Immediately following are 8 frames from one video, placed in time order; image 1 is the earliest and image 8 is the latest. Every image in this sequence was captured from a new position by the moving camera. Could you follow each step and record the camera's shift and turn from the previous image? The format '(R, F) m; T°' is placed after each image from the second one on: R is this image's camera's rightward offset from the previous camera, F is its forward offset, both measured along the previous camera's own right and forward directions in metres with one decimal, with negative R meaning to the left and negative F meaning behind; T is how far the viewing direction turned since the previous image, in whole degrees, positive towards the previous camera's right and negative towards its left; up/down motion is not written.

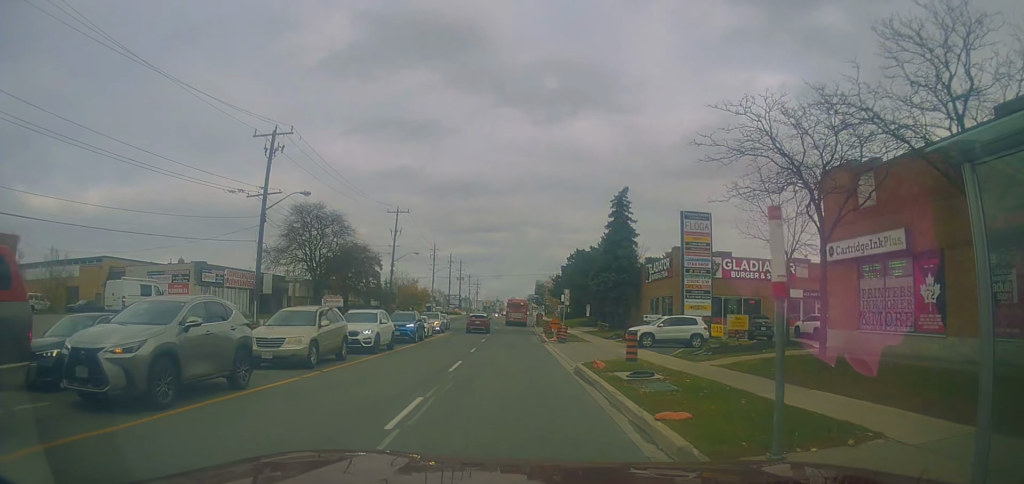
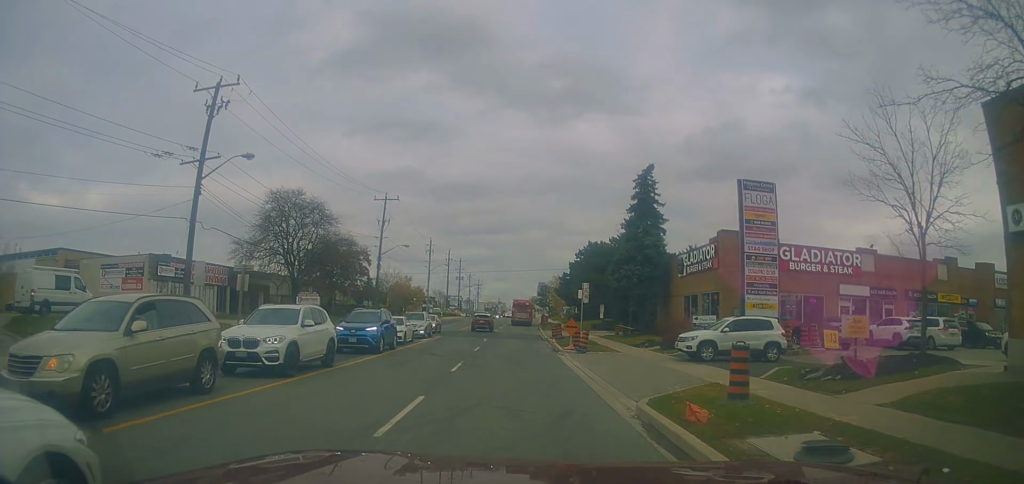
(-0.6, +8.4) m; -2°
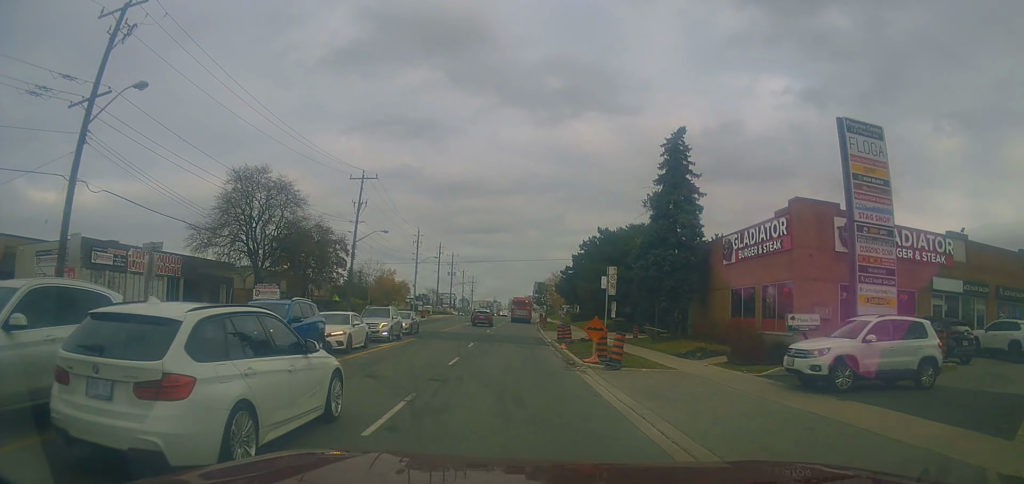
(+0.3, +9.1) m; +1°
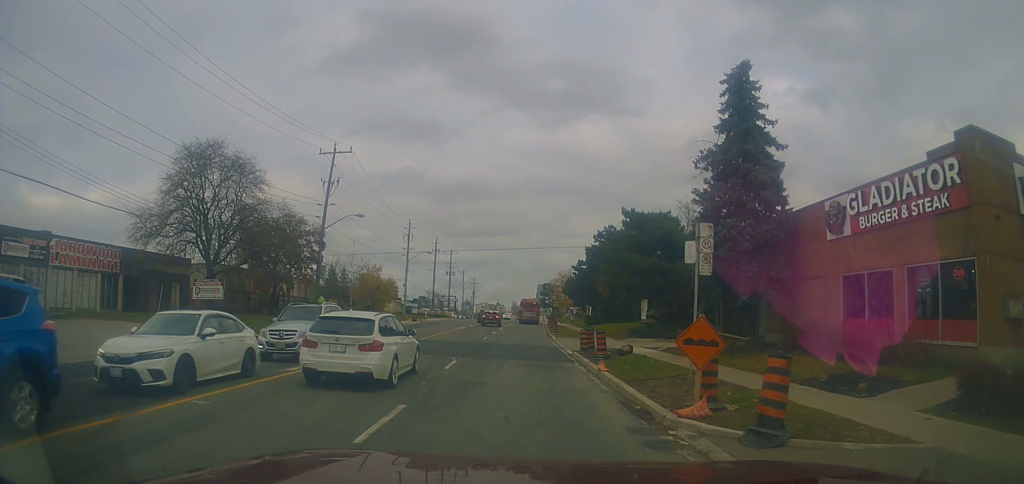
(-0.2, +10.4) m; -1°
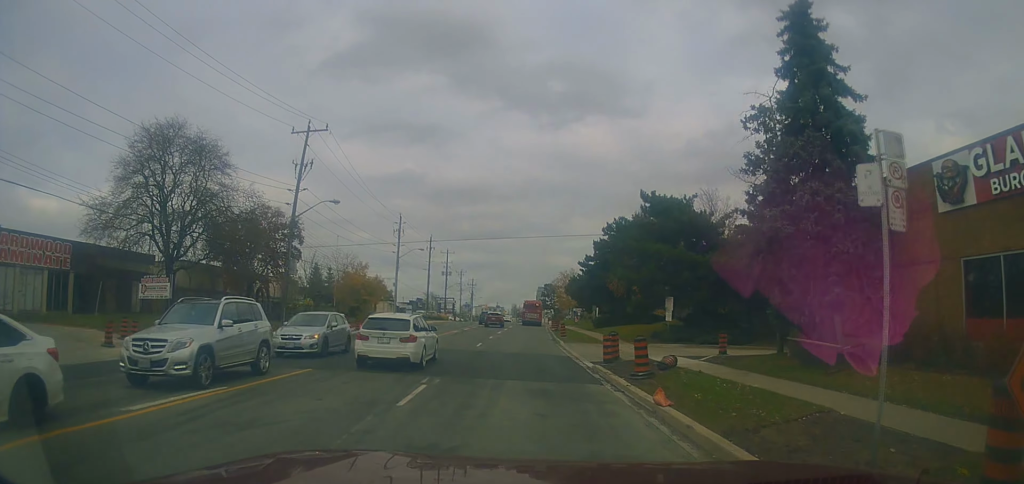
(-0.1, +6.3) m; +2°
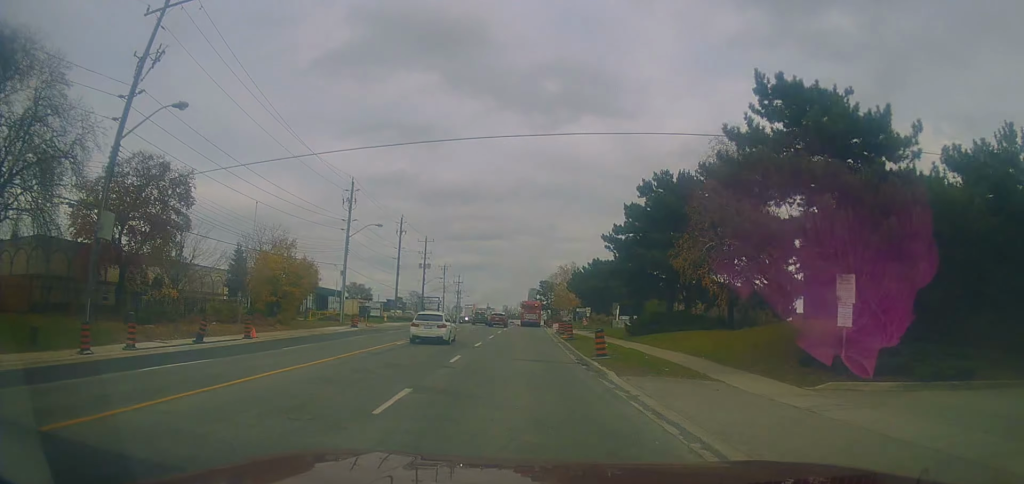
(+0.6, +18.9) m; 0°
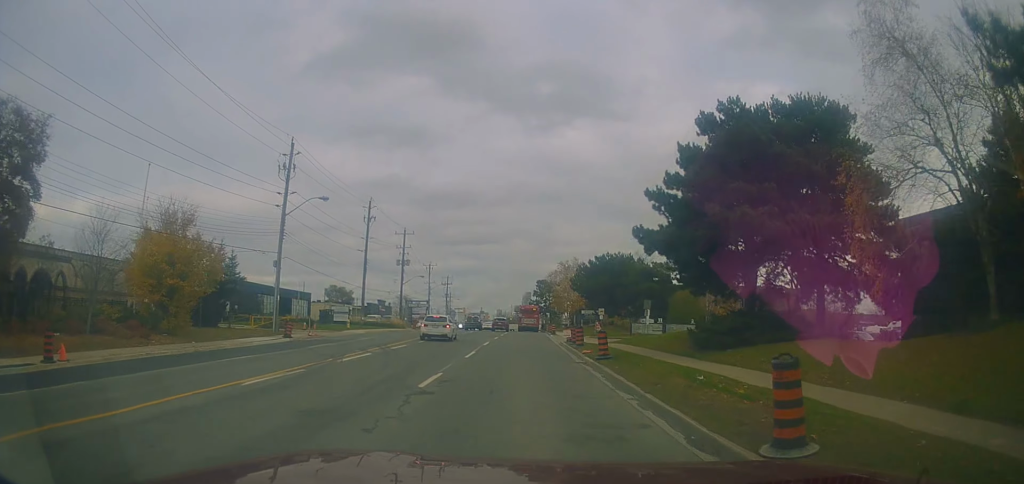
(-0.3, +14.1) m; -1°
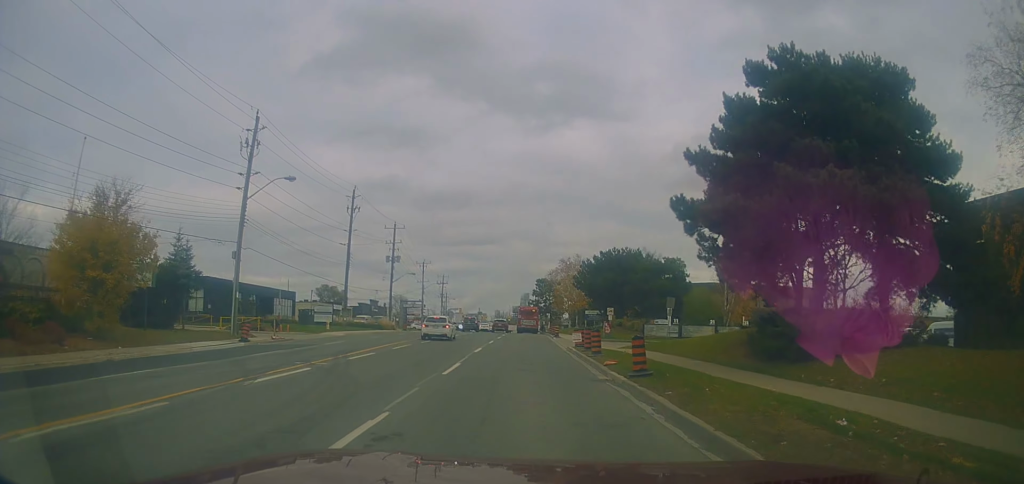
(0.0, +6.0) m; 0°
